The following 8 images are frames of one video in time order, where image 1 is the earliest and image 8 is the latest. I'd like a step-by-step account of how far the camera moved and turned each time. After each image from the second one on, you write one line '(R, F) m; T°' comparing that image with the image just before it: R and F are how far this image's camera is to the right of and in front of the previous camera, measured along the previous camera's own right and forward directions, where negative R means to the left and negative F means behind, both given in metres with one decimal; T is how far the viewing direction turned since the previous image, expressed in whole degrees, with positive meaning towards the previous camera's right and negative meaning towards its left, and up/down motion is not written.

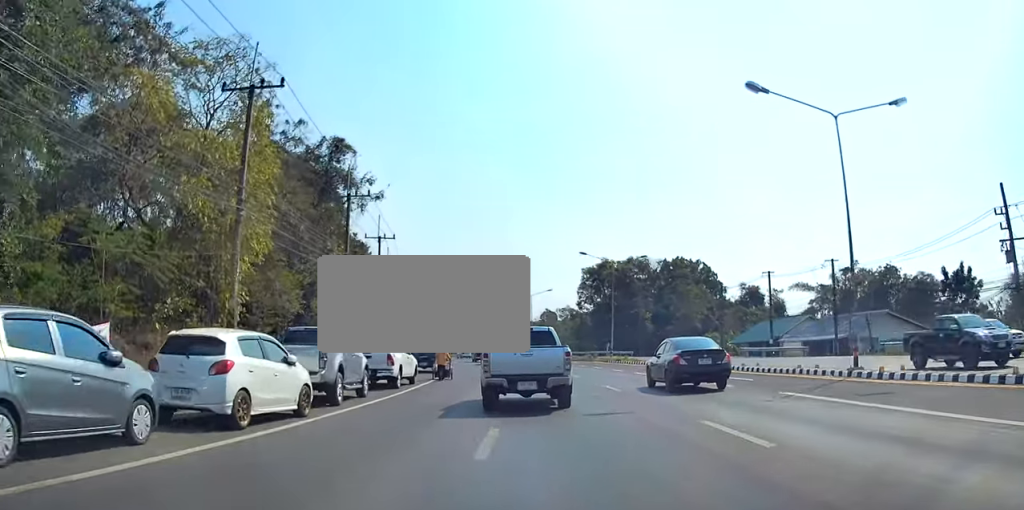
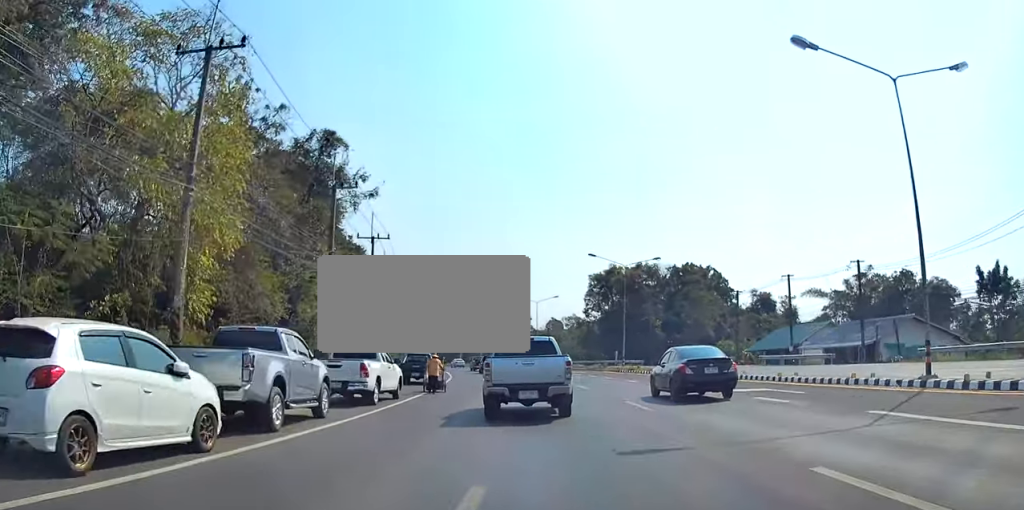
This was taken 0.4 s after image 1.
(+0.1, +4.1) m; 0°
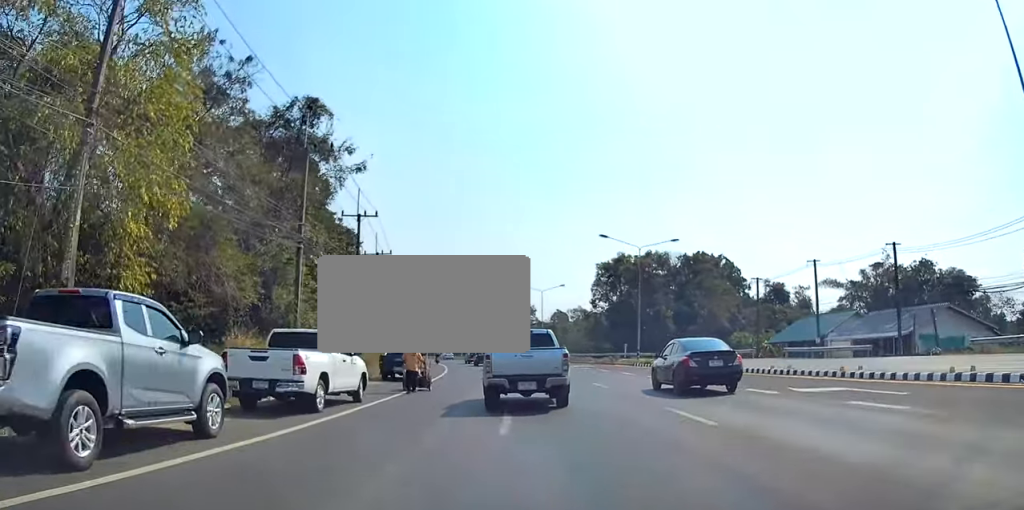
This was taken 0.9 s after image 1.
(0.0, +5.1) m; 0°
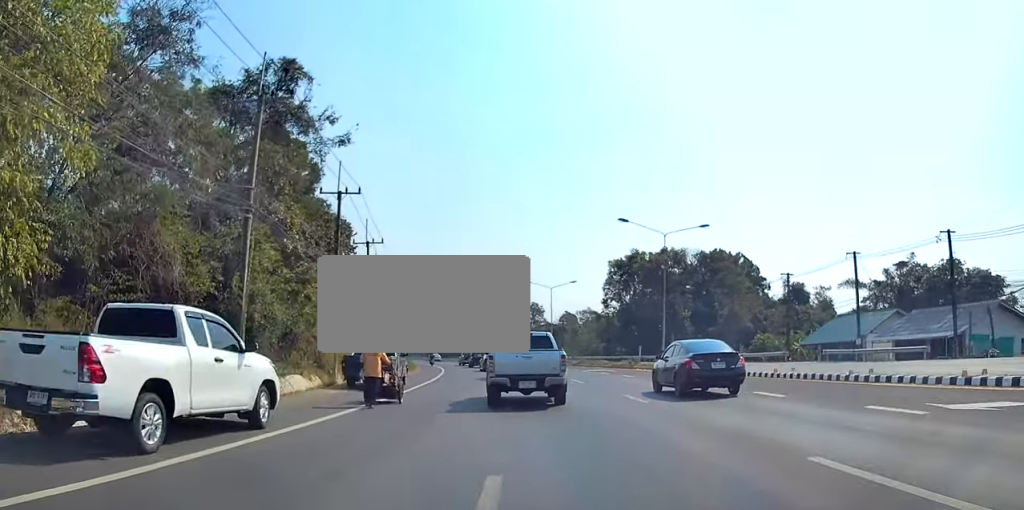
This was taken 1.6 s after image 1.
(0.0, +6.7) m; -2°
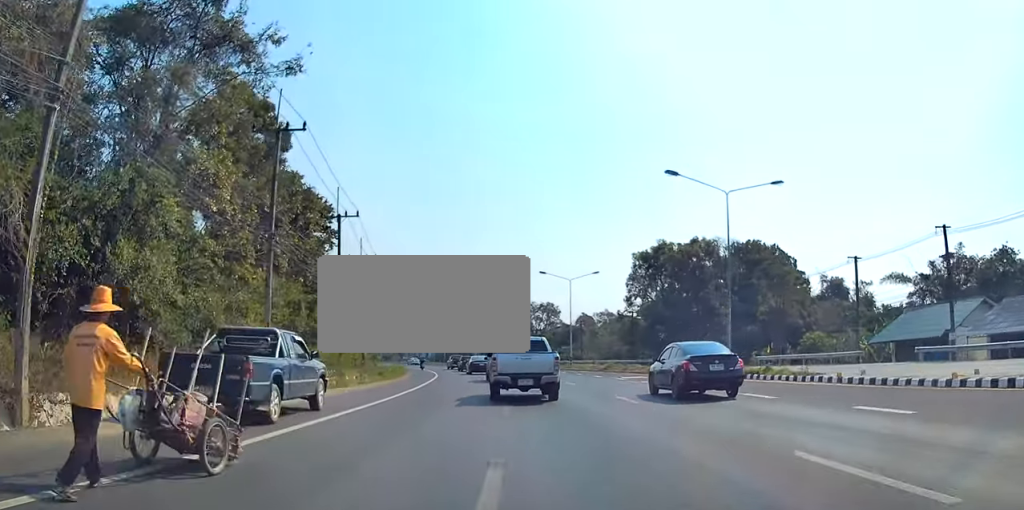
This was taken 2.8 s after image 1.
(-0.5, +12.0) m; -3°
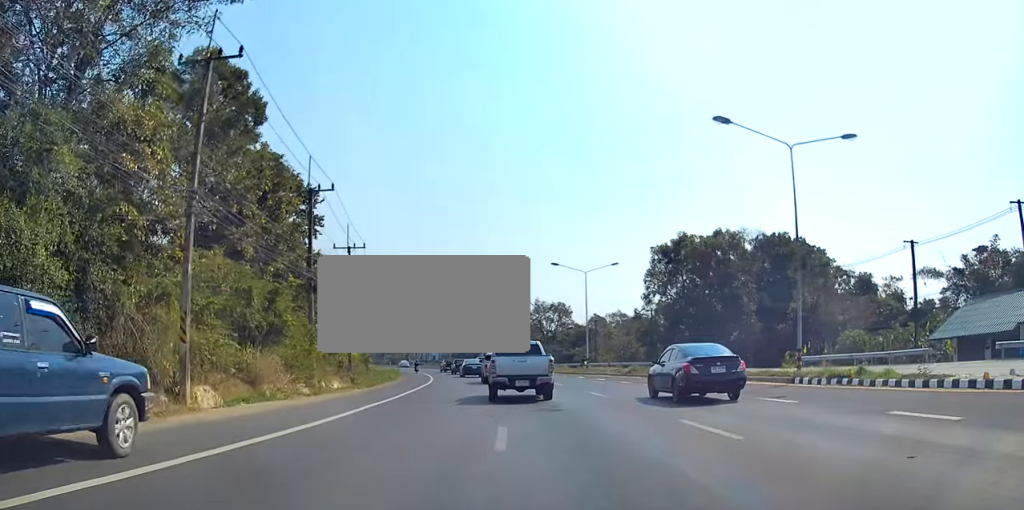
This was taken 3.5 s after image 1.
(0.0, +7.5) m; 0°
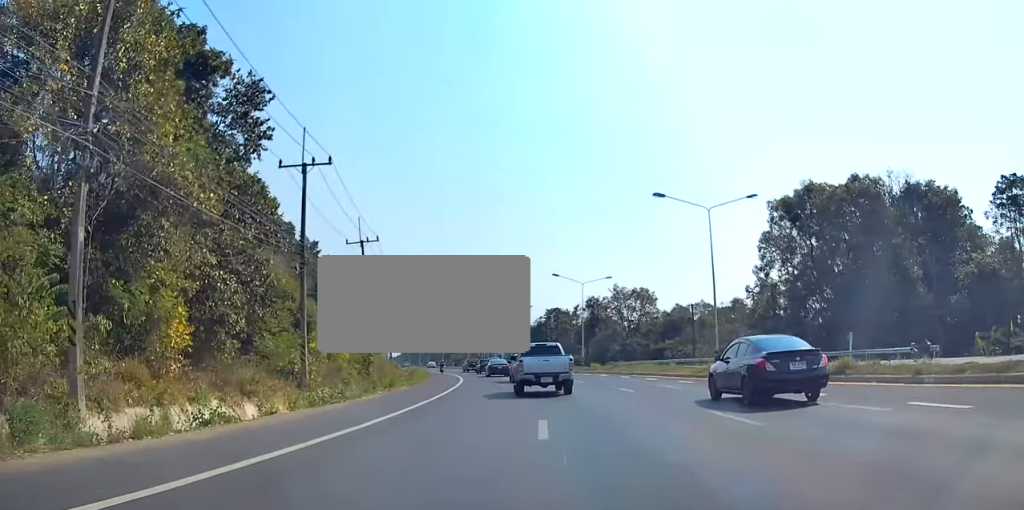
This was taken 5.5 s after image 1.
(-1.0, +22.0) m; -8°
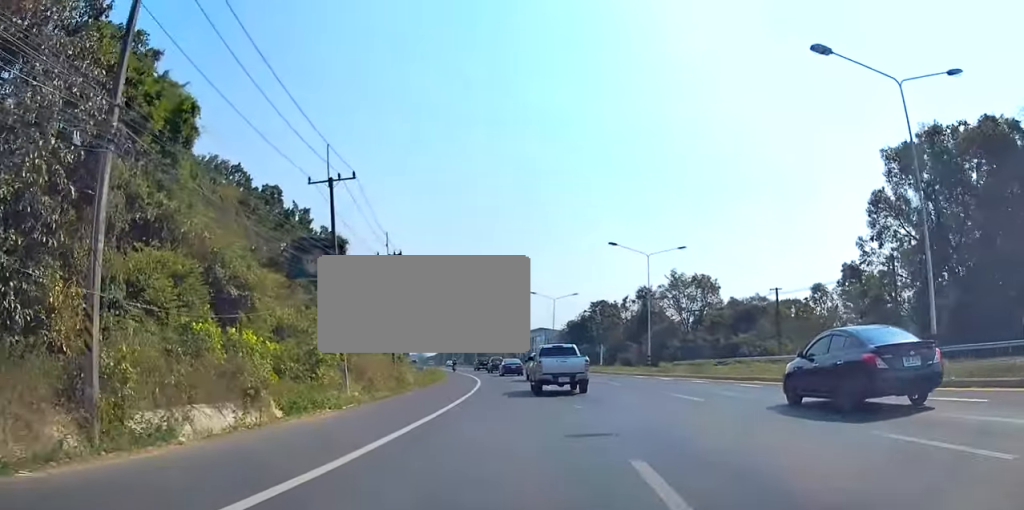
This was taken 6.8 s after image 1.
(-0.9, +16.3) m; -4°
